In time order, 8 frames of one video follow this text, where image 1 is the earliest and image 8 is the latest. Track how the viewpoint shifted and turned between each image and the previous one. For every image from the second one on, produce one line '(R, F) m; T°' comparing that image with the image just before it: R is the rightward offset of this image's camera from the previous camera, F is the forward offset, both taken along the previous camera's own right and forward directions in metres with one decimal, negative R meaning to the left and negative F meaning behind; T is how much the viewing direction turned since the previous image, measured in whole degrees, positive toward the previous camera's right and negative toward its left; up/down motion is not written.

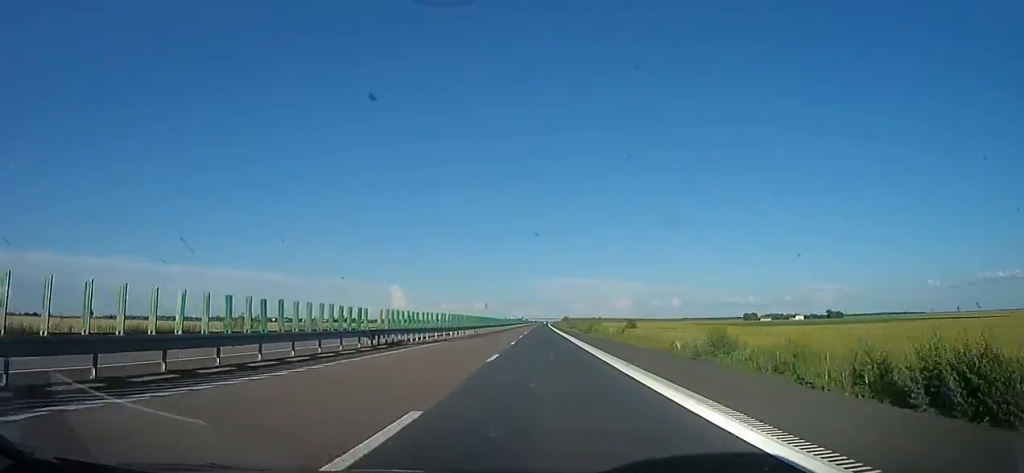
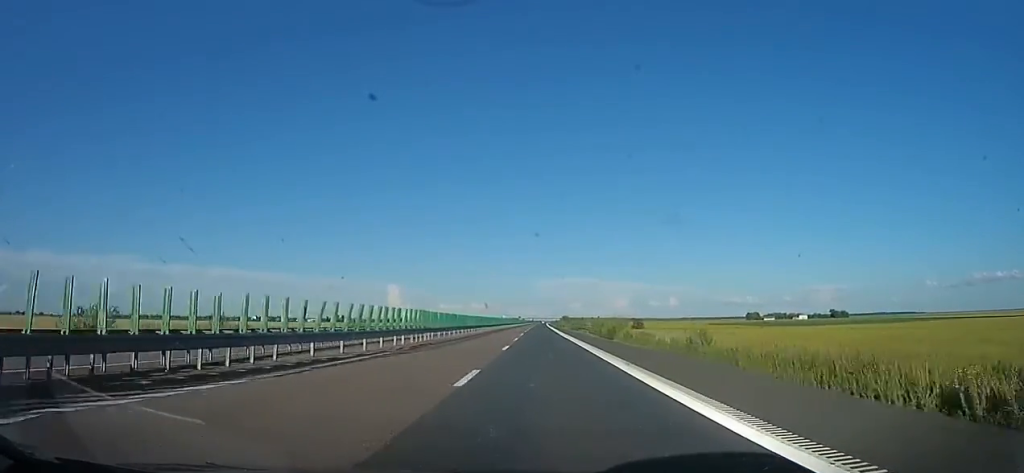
(+0.8, +18.2) m; 0°
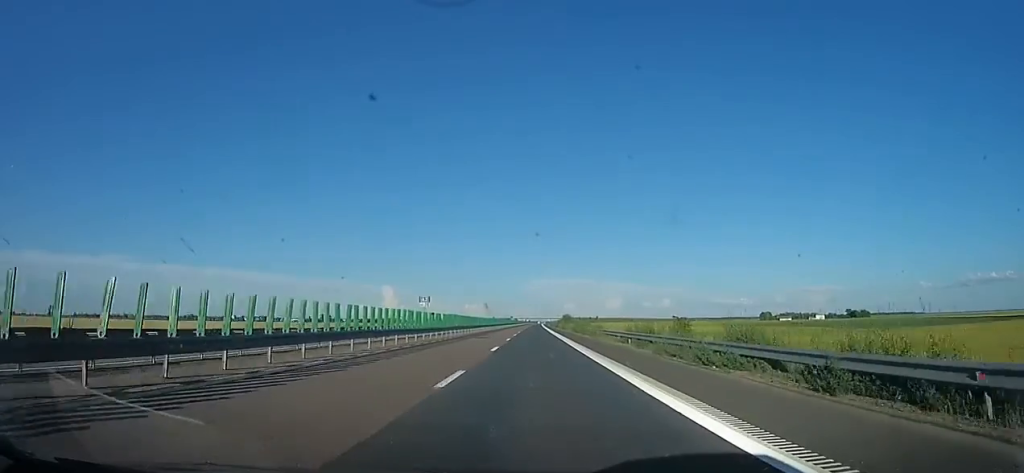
(-0.4, +60.7) m; +2°
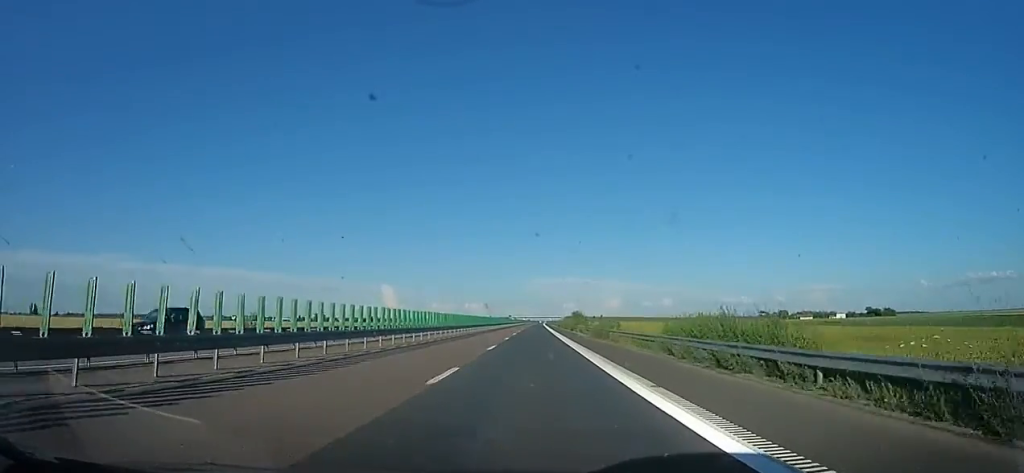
(+0.6, +48.2) m; -2°
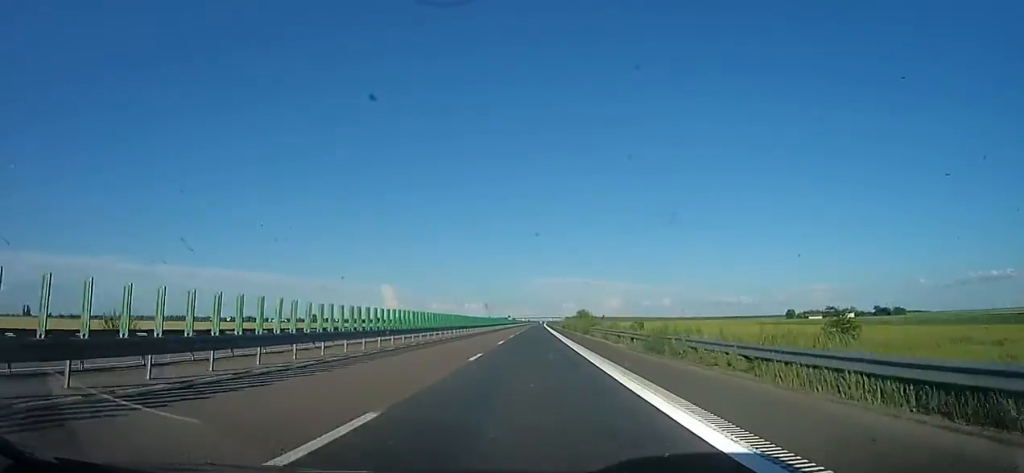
(-0.8, +18.1) m; 0°
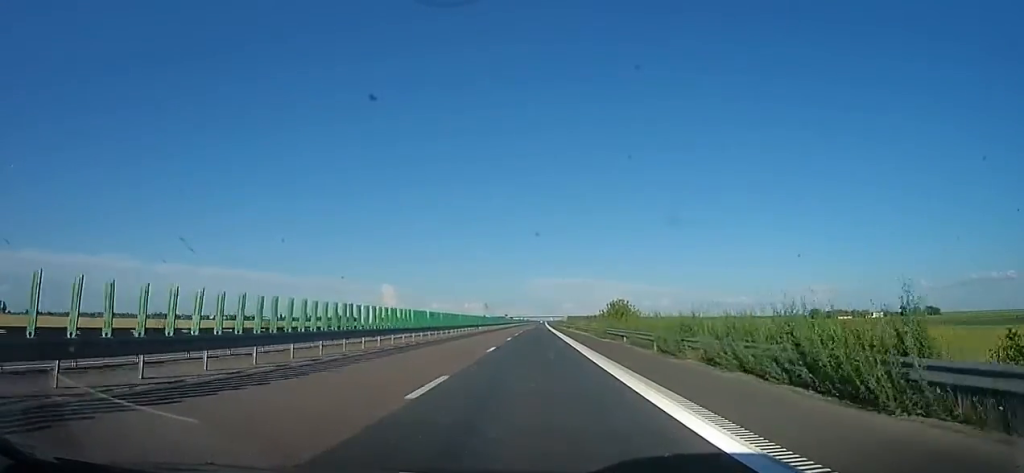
(+1.0, +55.8) m; +2°
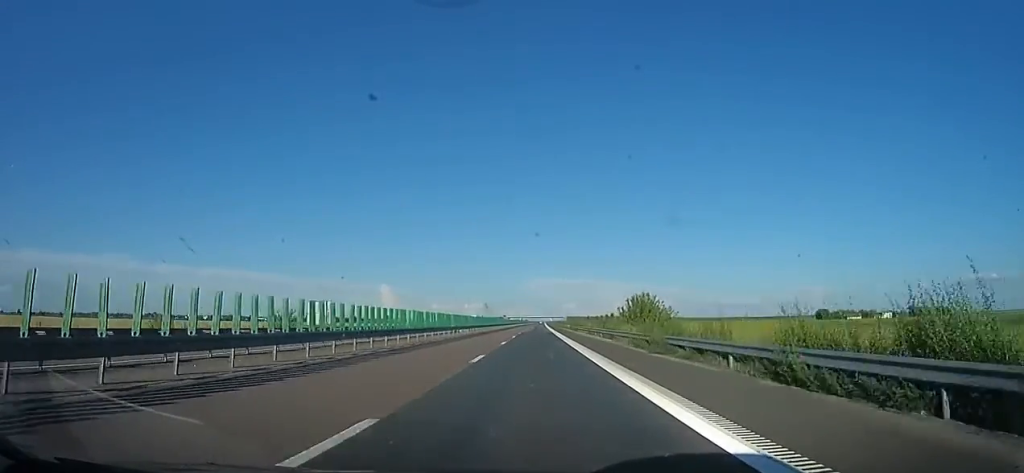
(+0.1, +16.8) m; -1°
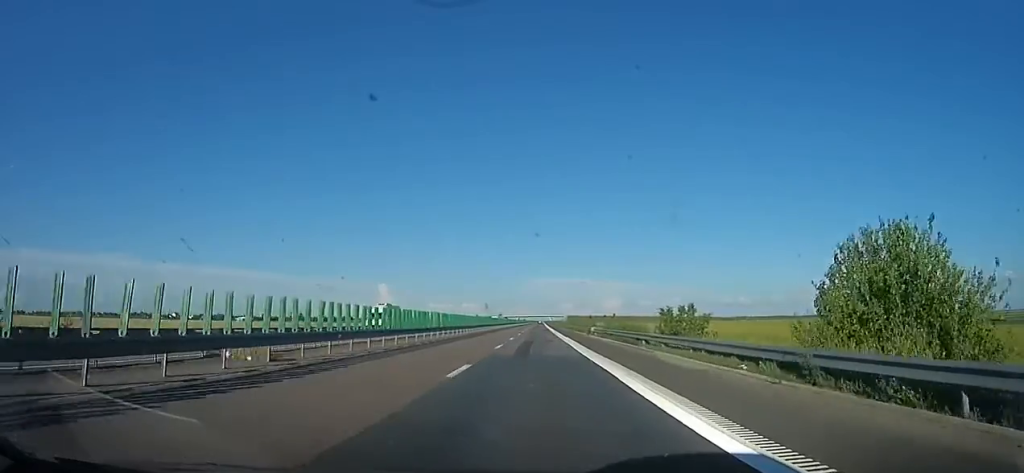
(-1.2, +40.0) m; -1°
